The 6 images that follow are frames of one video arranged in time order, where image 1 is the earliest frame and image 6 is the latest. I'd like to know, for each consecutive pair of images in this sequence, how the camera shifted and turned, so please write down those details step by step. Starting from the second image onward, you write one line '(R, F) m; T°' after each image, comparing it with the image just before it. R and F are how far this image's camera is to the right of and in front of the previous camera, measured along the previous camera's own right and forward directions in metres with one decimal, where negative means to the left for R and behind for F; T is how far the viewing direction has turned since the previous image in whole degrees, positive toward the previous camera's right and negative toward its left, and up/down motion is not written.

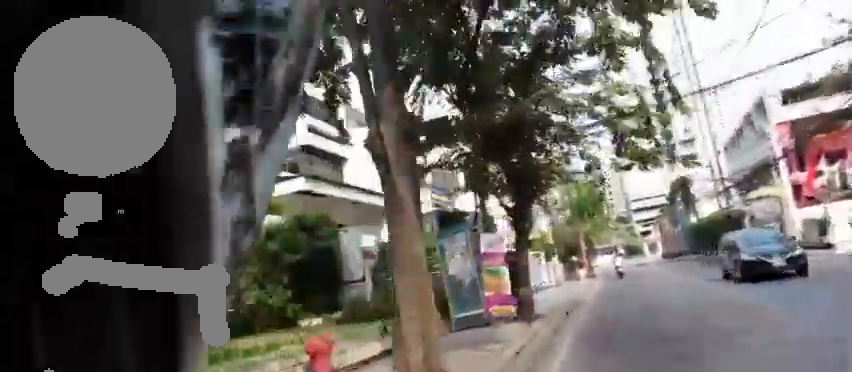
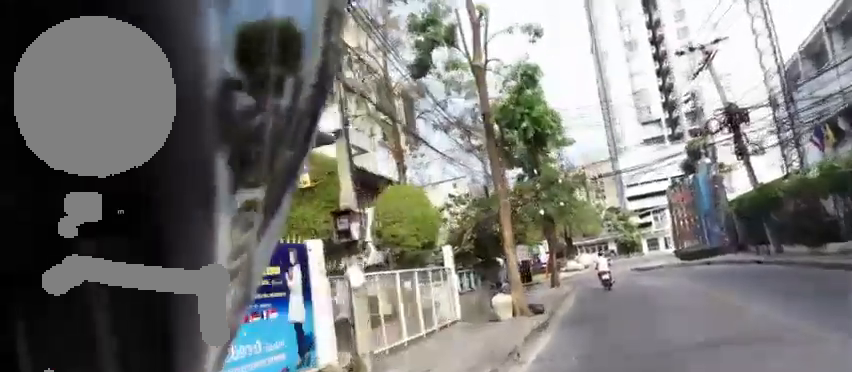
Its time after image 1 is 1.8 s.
(-0.8, +26.5) m; -3°
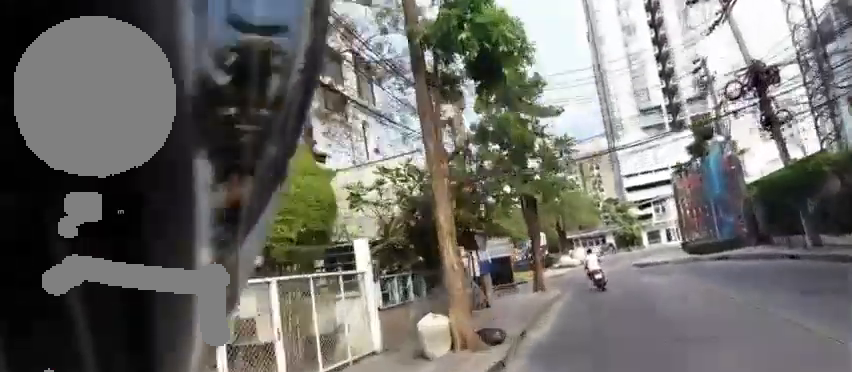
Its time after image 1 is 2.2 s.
(0.0, +5.6) m; 0°
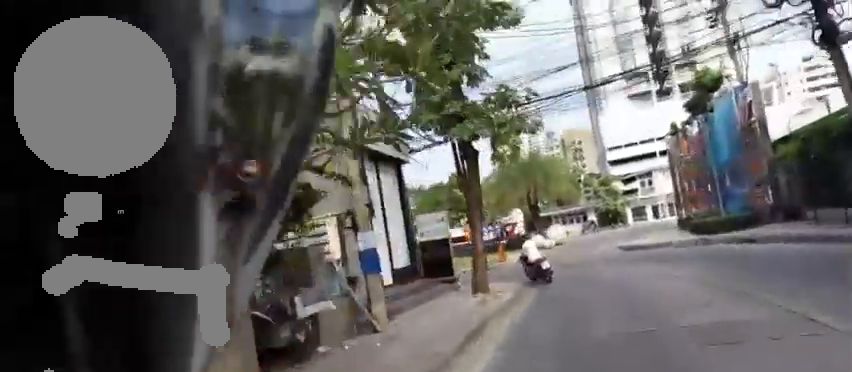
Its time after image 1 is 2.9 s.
(0.0, +8.0) m; 0°
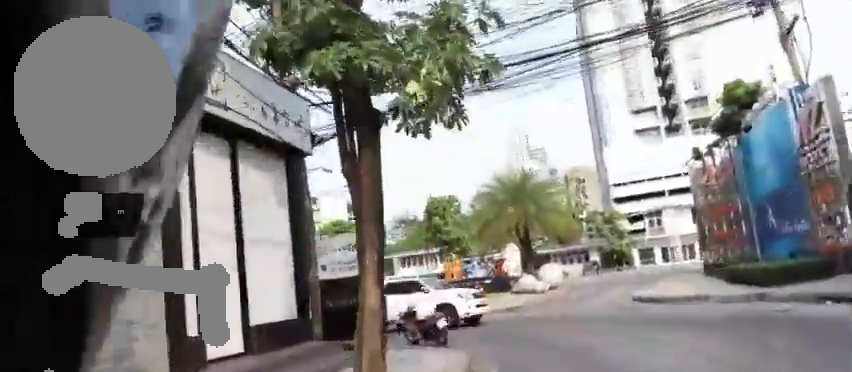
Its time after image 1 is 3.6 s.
(+0.1, +6.5) m; +1°
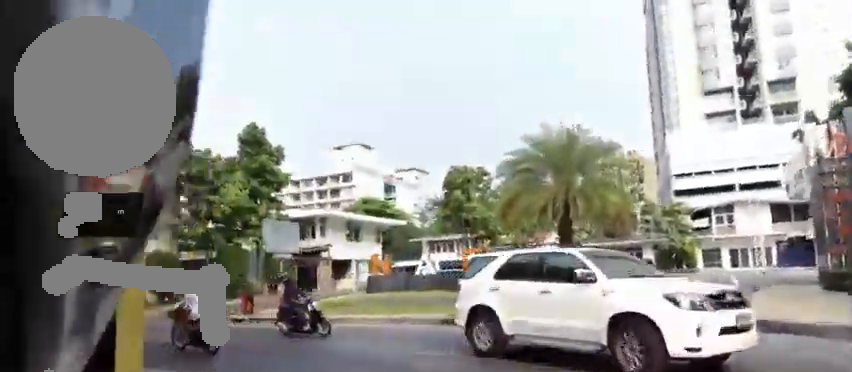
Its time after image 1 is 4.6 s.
(0.0, +7.3) m; 0°
